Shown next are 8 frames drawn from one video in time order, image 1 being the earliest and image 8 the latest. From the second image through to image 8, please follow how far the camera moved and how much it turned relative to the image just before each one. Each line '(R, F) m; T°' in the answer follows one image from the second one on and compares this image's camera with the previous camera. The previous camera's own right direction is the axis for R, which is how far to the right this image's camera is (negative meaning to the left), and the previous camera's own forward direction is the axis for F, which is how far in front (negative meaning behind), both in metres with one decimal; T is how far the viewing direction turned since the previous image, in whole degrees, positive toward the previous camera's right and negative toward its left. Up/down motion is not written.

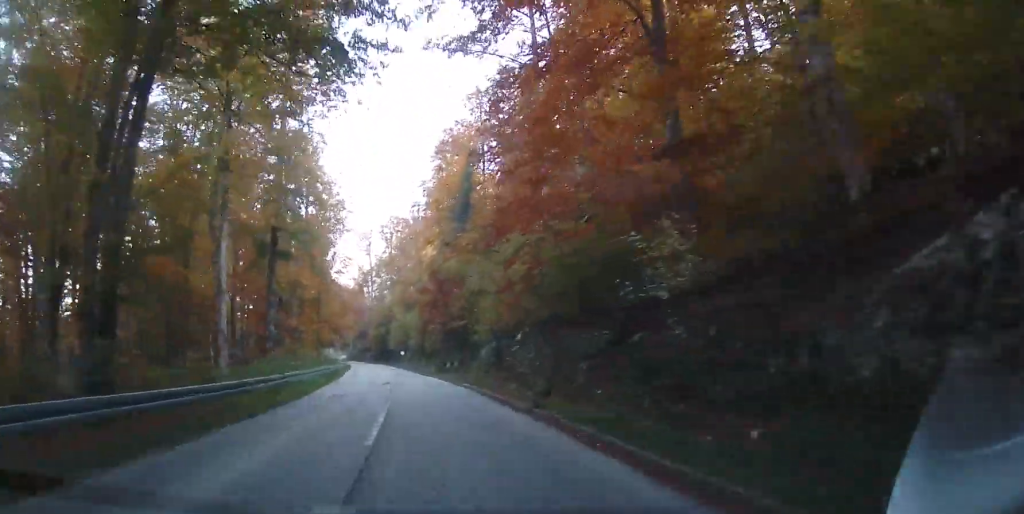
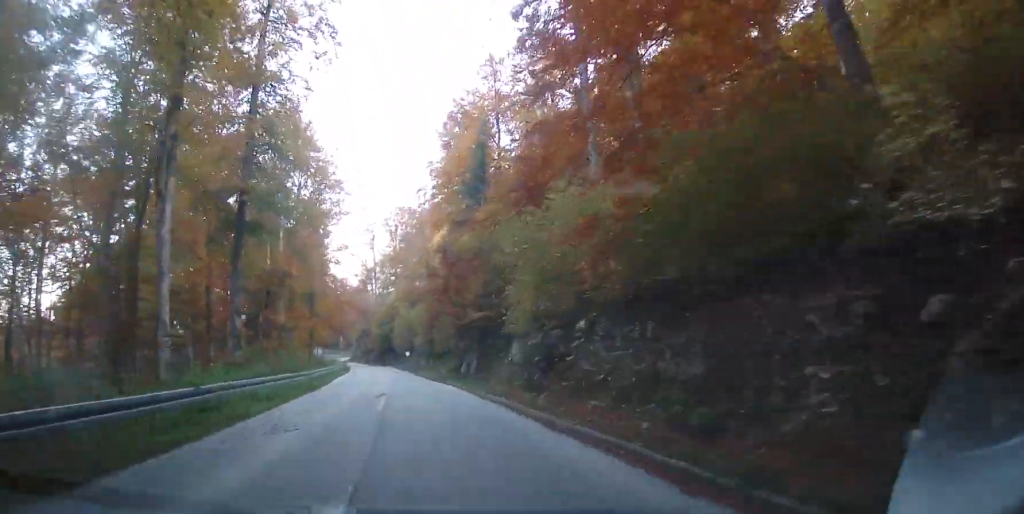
(+0.1, +8.6) m; 0°
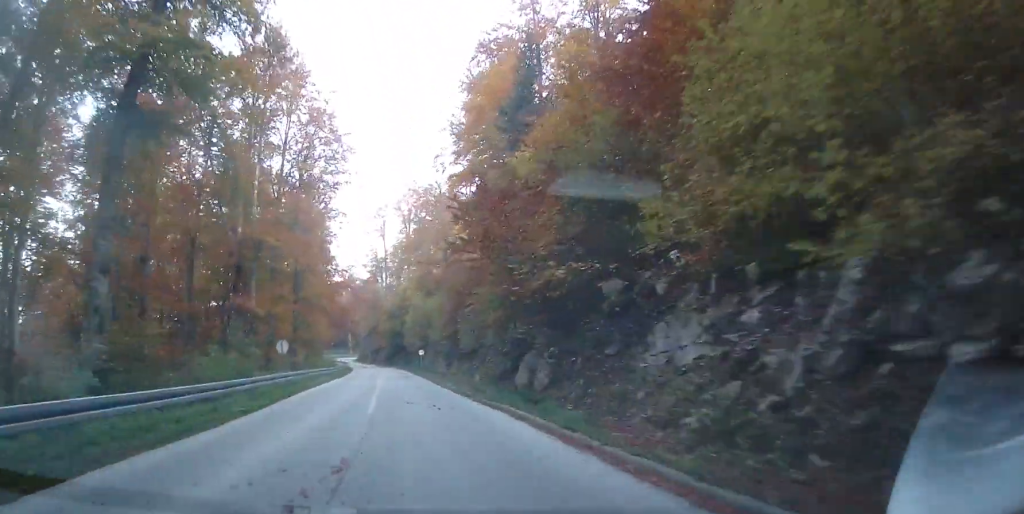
(+0.1, +14.4) m; 0°
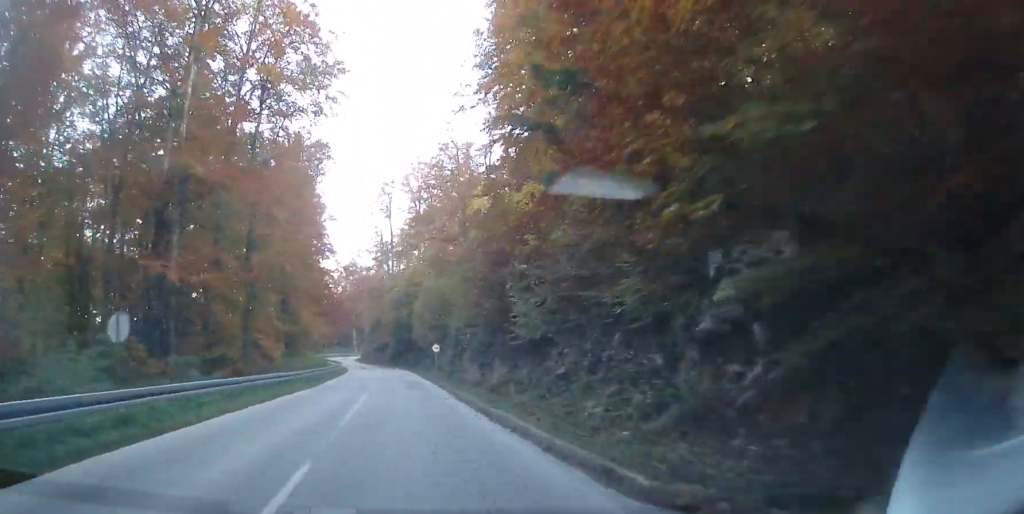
(-0.1, +16.1) m; -1°
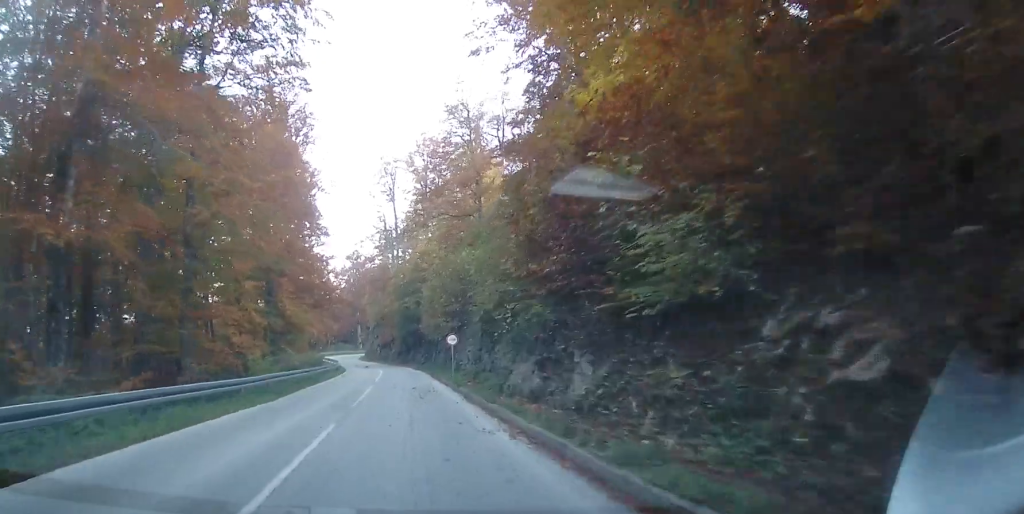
(-0.1, +9.9) m; -1°
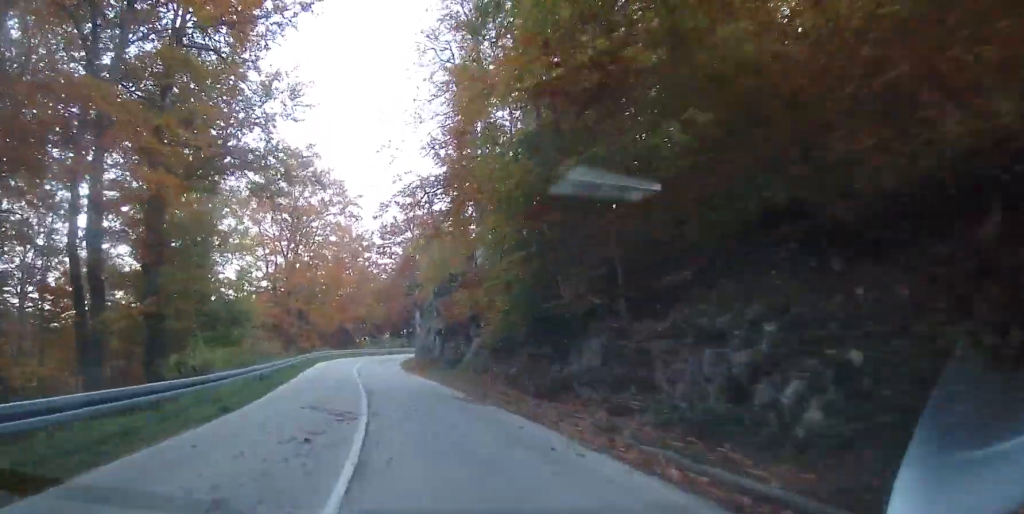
(-4.5, +53.8) m; -12°
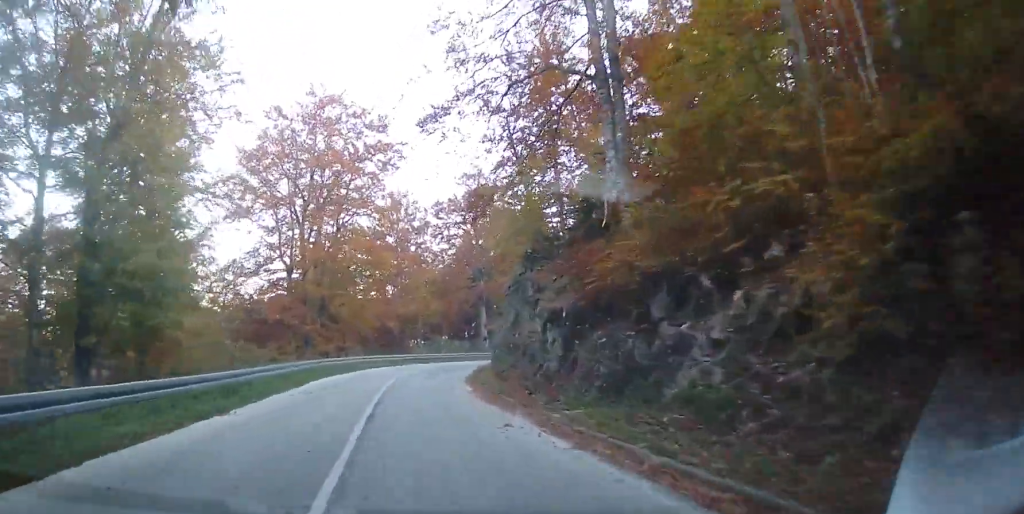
(-0.7, +20.7) m; 0°
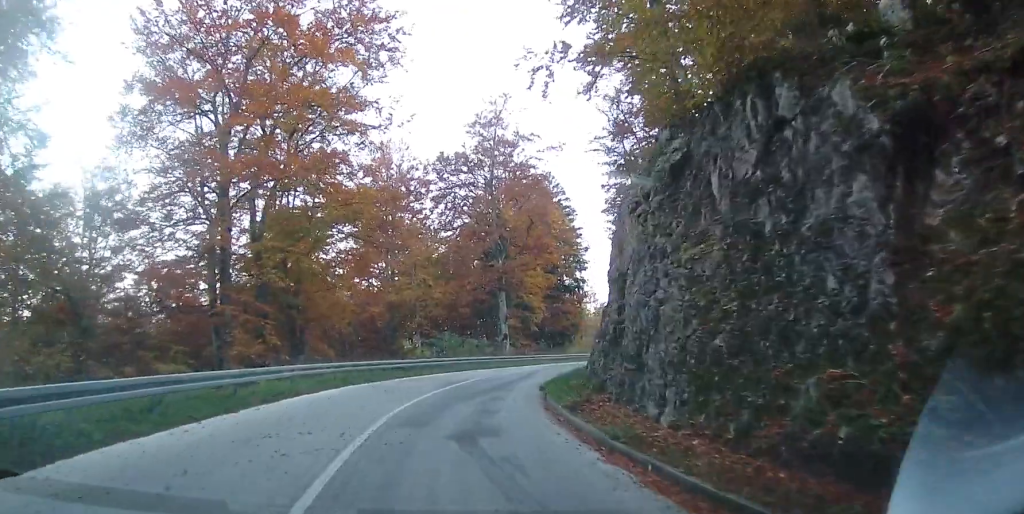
(+1.0, +21.9) m; +9°
